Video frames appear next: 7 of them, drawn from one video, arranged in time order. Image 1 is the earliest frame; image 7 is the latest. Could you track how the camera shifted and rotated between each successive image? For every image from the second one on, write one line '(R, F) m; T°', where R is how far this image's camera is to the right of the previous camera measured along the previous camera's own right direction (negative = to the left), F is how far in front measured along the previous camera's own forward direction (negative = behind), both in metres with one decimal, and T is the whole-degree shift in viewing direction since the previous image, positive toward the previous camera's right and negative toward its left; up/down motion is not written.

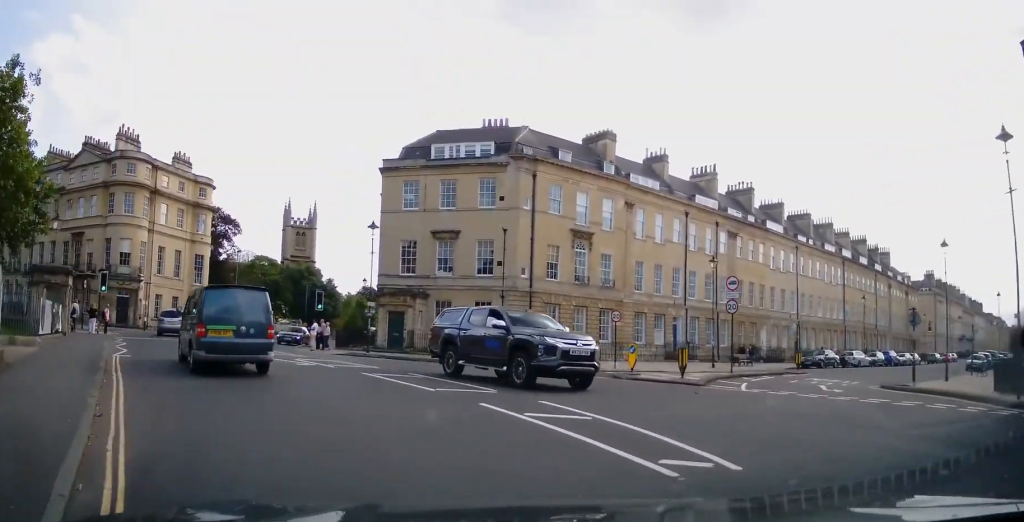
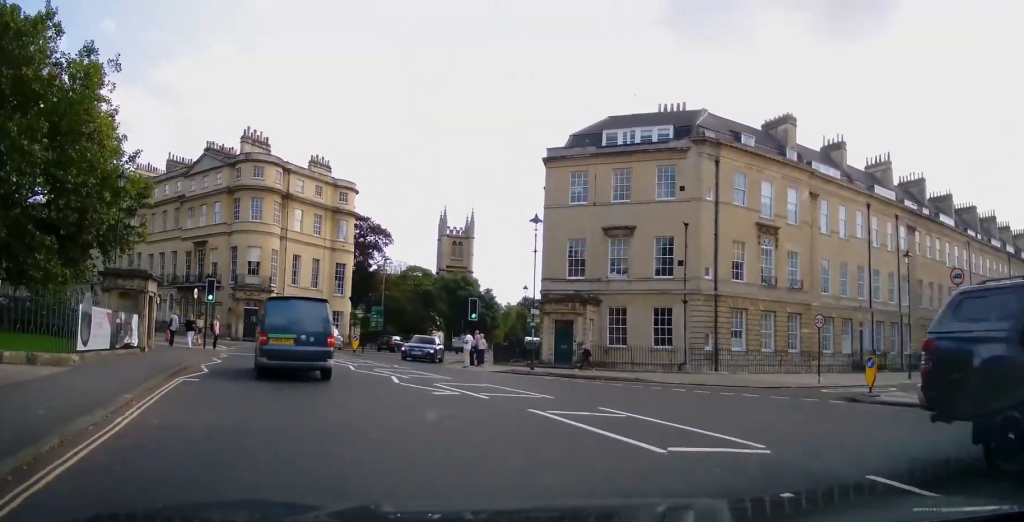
(-0.2, +5.6) m; -12°
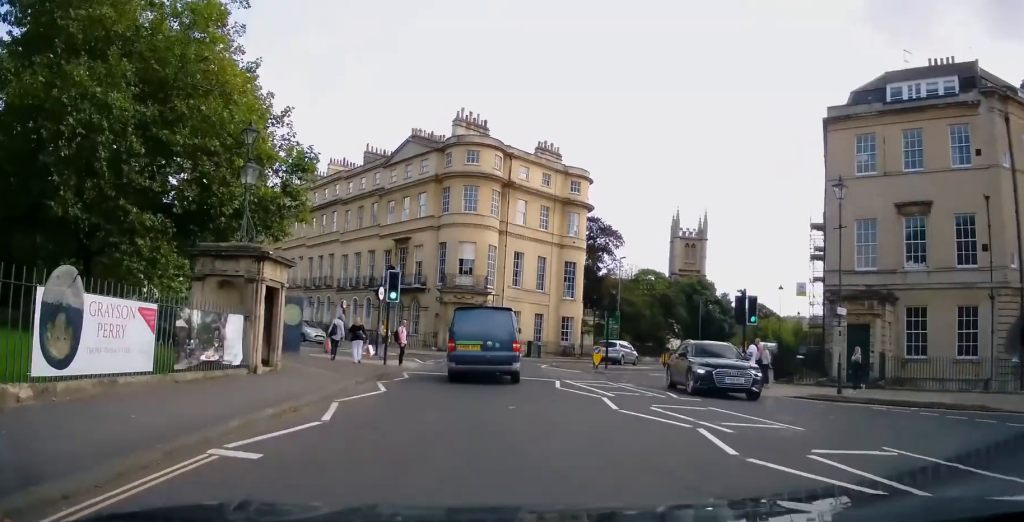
(-1.9, +8.4) m; -19°
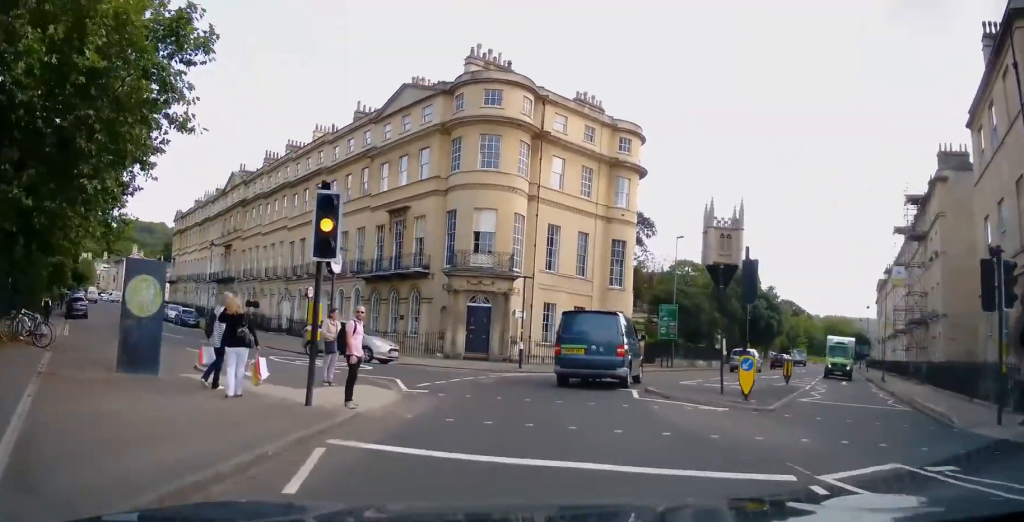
(-1.1, +12.4) m; -2°
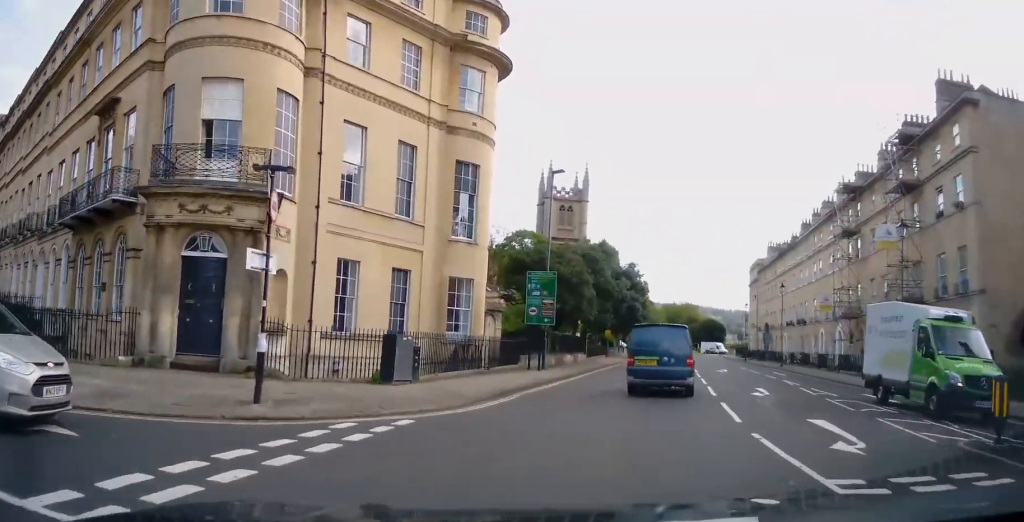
(+1.6, +17.0) m; +15°
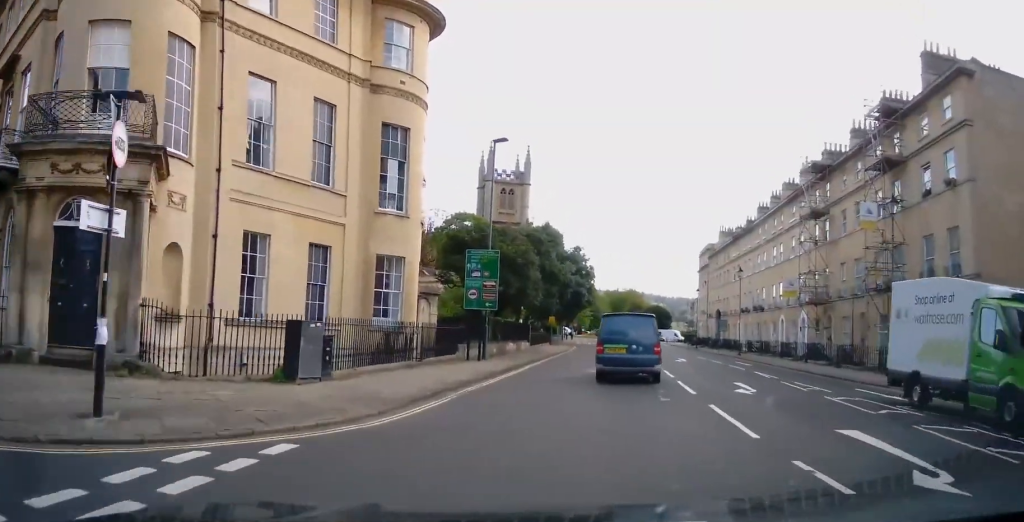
(+0.4, +3.3) m; +5°
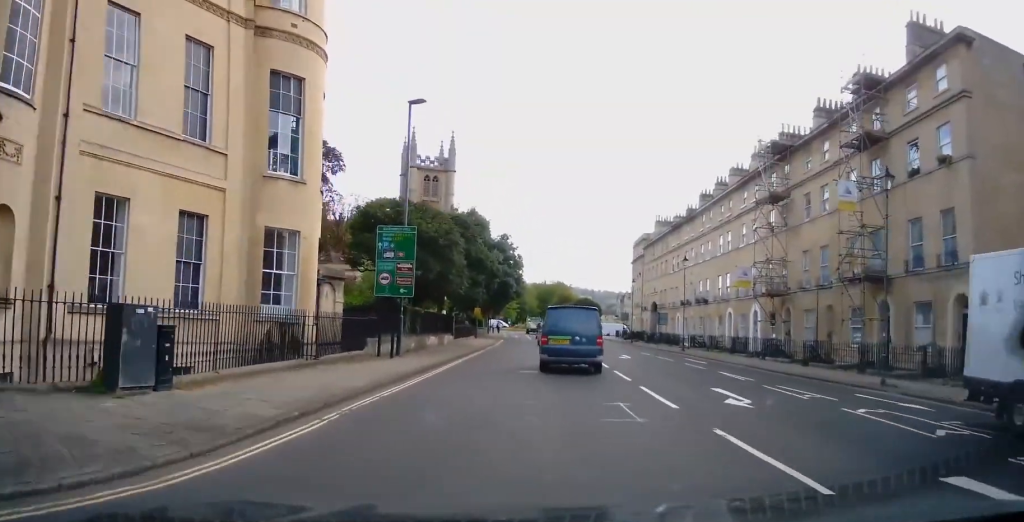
(+0.2, +4.0) m; +5°
